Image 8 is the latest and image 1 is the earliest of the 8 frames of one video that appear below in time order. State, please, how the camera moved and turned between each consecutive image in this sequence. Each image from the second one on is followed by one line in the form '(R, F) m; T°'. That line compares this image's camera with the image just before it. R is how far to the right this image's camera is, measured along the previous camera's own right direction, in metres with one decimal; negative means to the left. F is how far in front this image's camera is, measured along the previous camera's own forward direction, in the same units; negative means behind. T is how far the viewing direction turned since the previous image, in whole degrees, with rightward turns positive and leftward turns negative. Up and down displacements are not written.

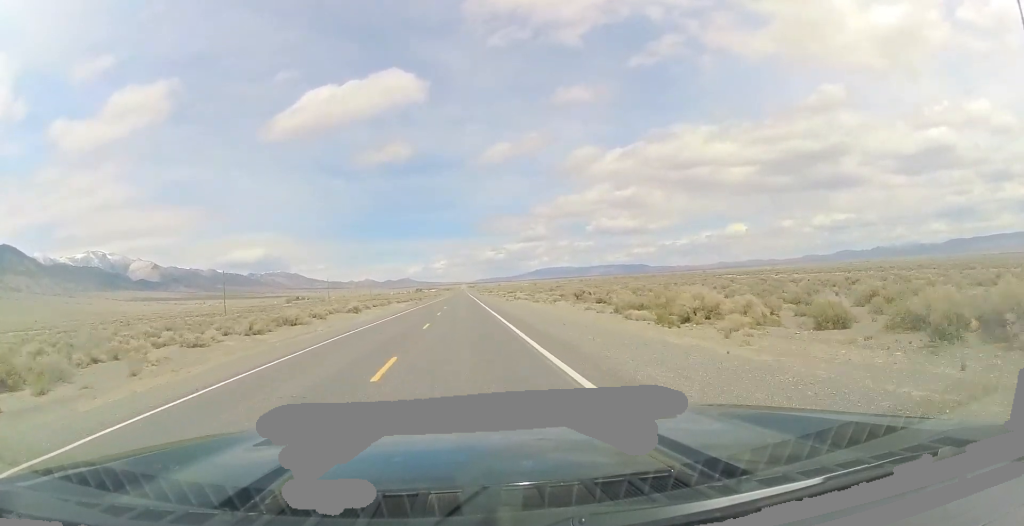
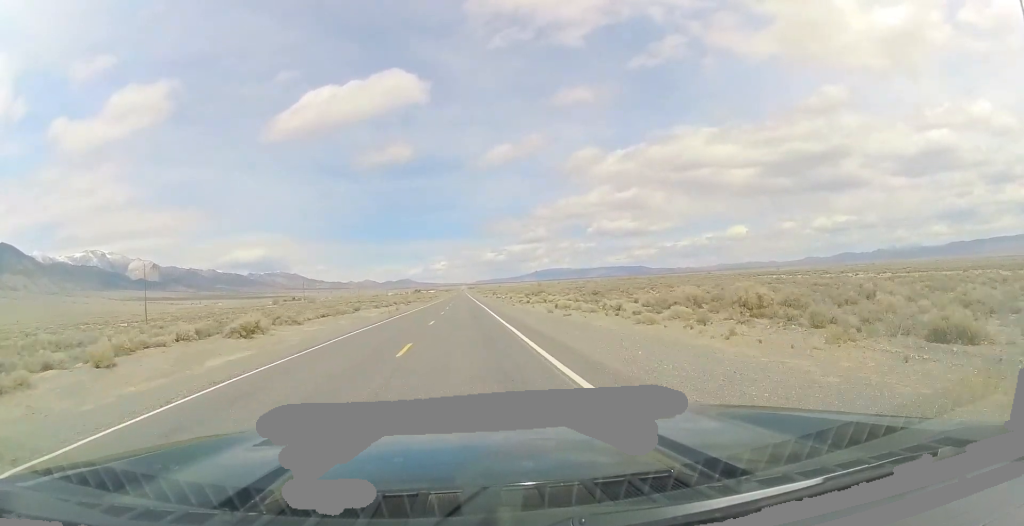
(+0.3, +36.9) m; 0°
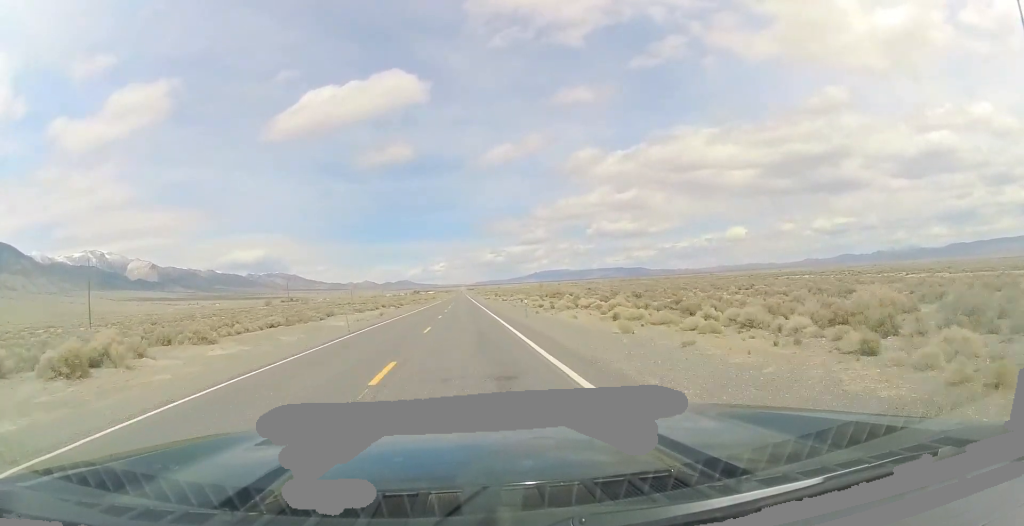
(-0.2, +17.9) m; 0°
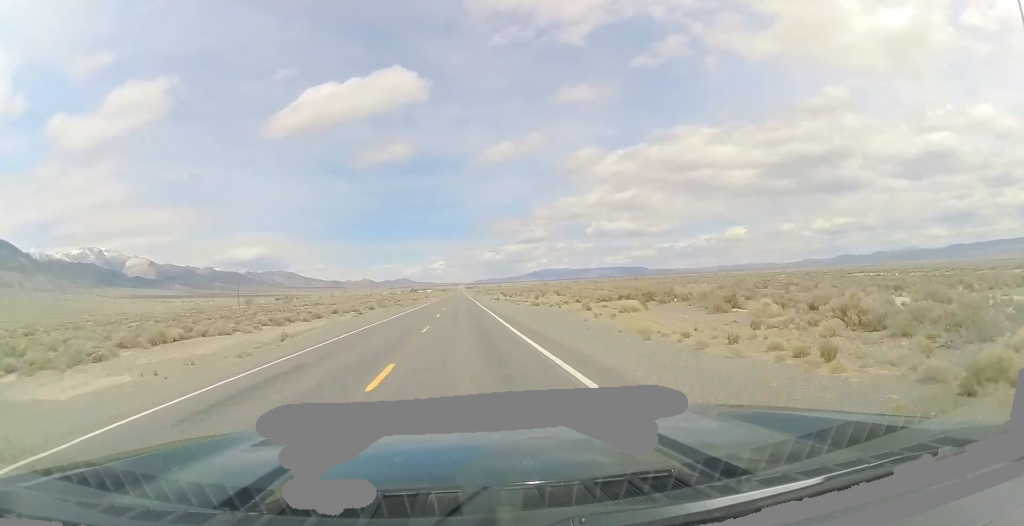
(0.0, +42.5) m; 0°
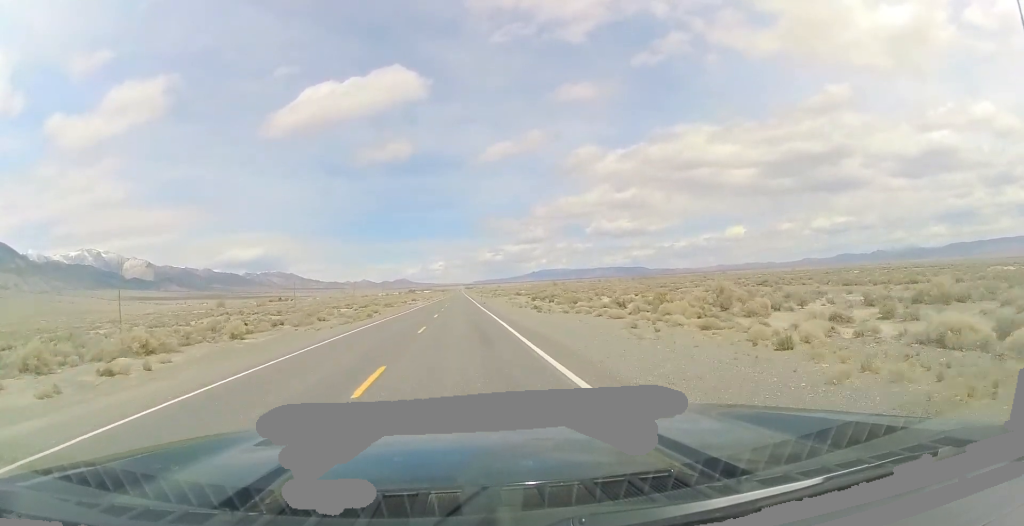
(-0.2, +55.1) m; 0°
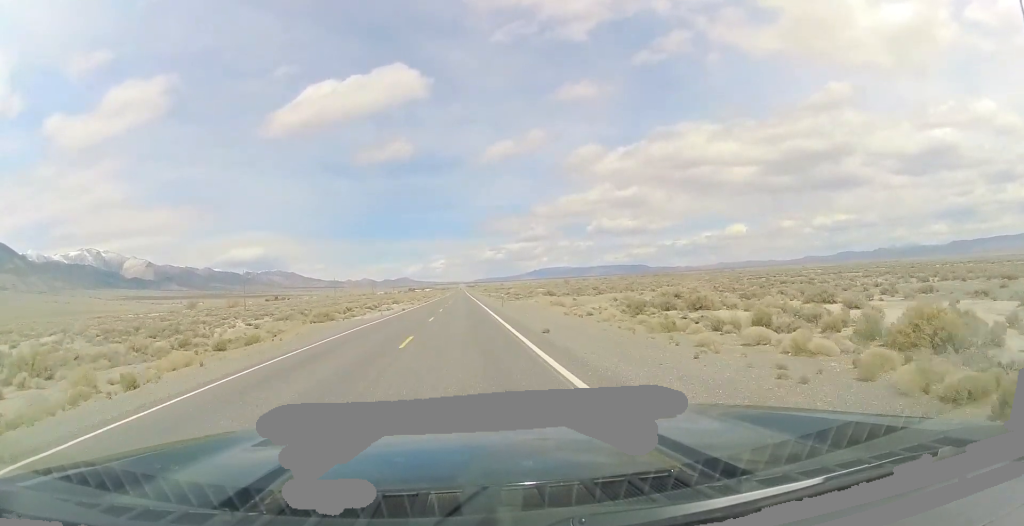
(0.0, +47.5) m; 0°
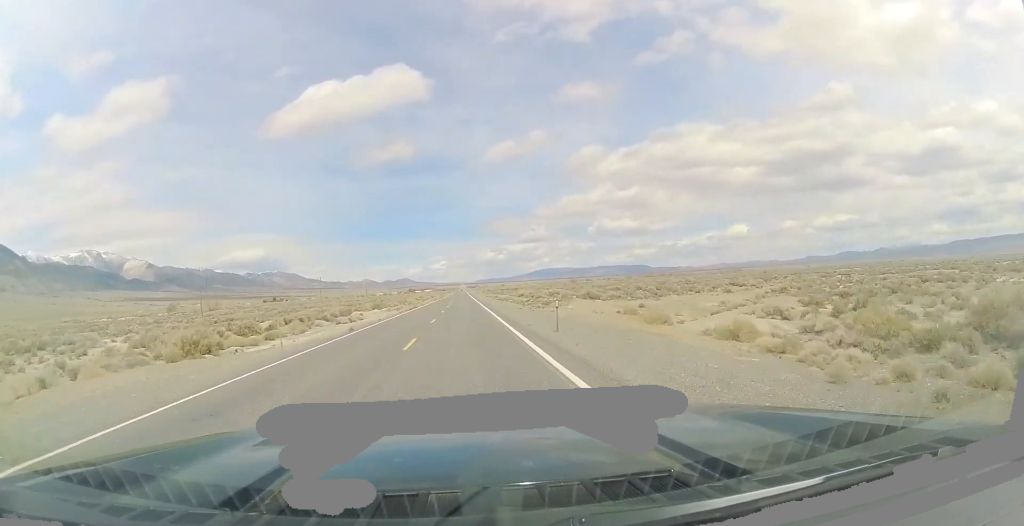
(0.0, +27.1) m; 0°
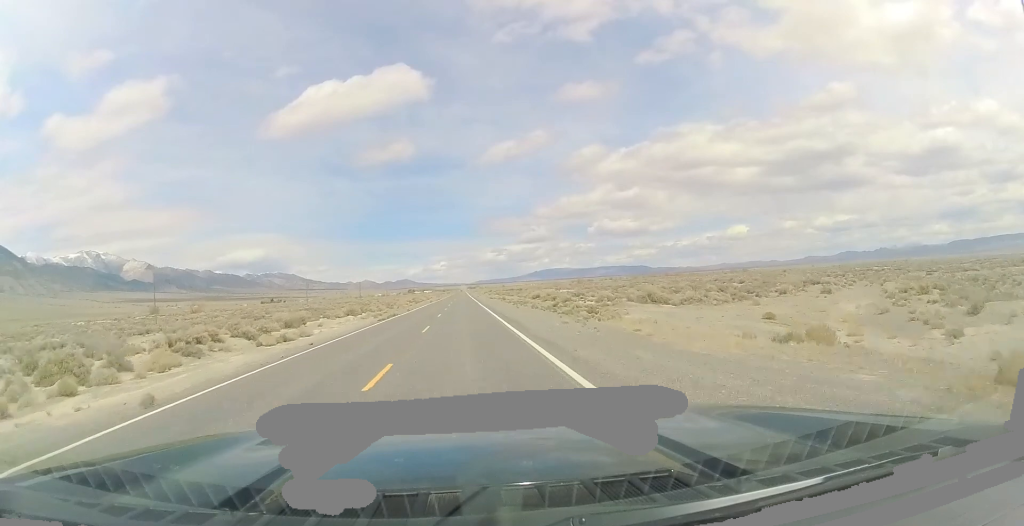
(0.0, +20.4) m; 0°
